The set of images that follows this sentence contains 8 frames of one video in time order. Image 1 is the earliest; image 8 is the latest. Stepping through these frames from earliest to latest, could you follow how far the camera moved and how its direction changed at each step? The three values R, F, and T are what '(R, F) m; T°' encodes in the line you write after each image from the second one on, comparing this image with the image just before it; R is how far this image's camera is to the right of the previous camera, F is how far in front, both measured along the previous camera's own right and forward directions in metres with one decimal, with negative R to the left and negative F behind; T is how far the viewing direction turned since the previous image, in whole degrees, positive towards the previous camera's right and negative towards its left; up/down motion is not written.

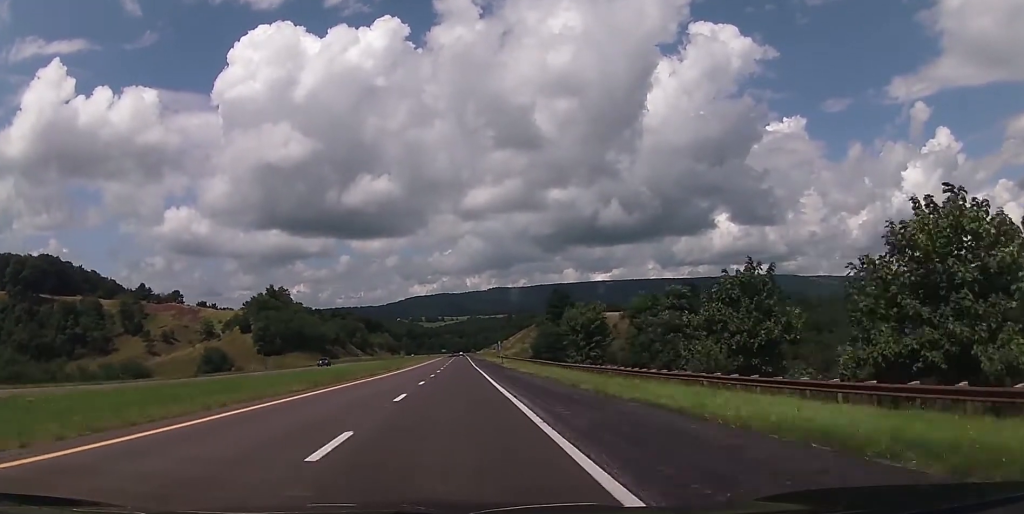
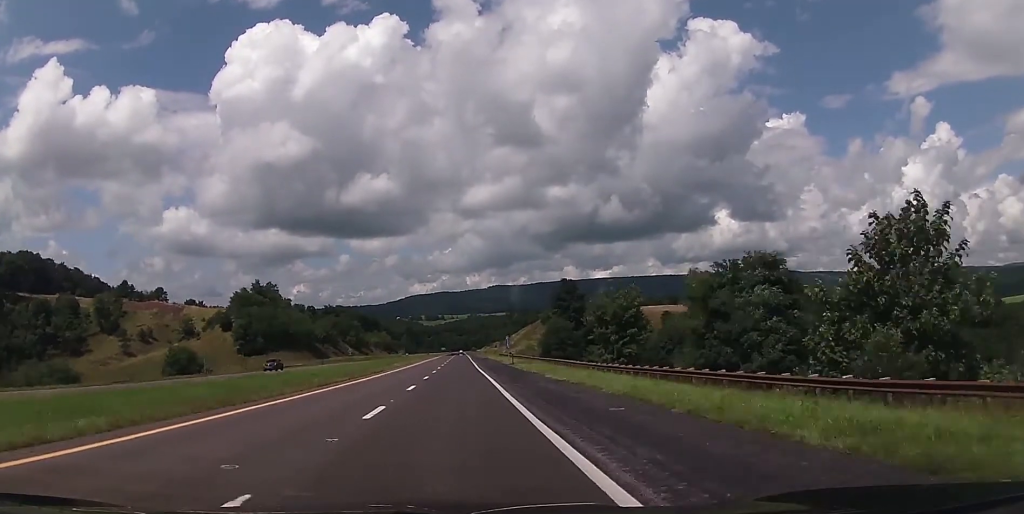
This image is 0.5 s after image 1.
(0.0, +17.9) m; 0°
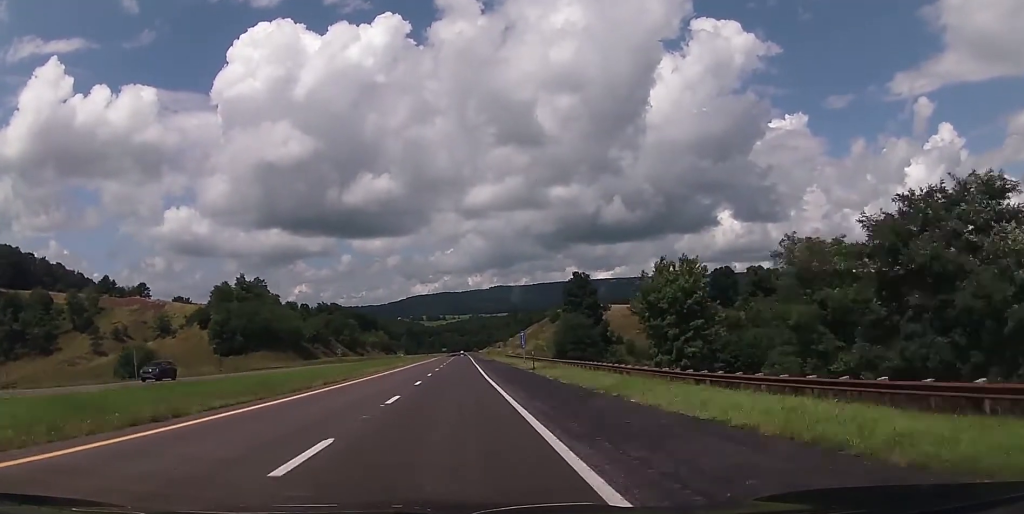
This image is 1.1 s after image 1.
(0.0, +19.0) m; 0°
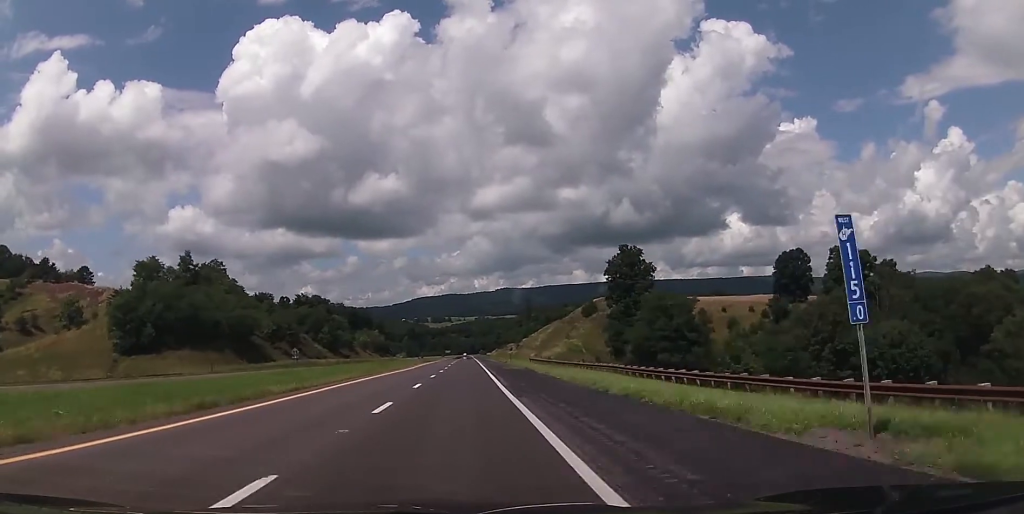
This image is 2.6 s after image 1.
(0.0, +51.4) m; 0°
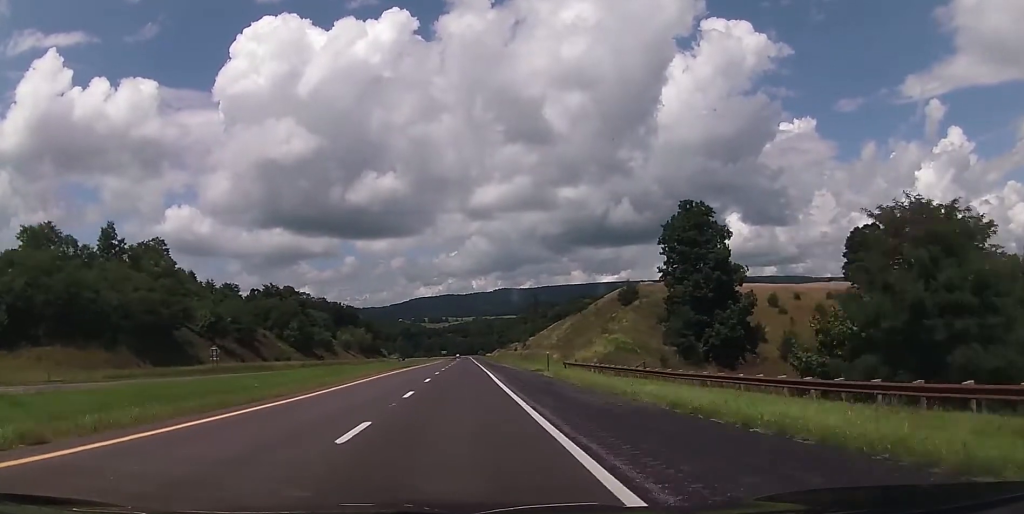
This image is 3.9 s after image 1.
(0.0, +41.4) m; 0°
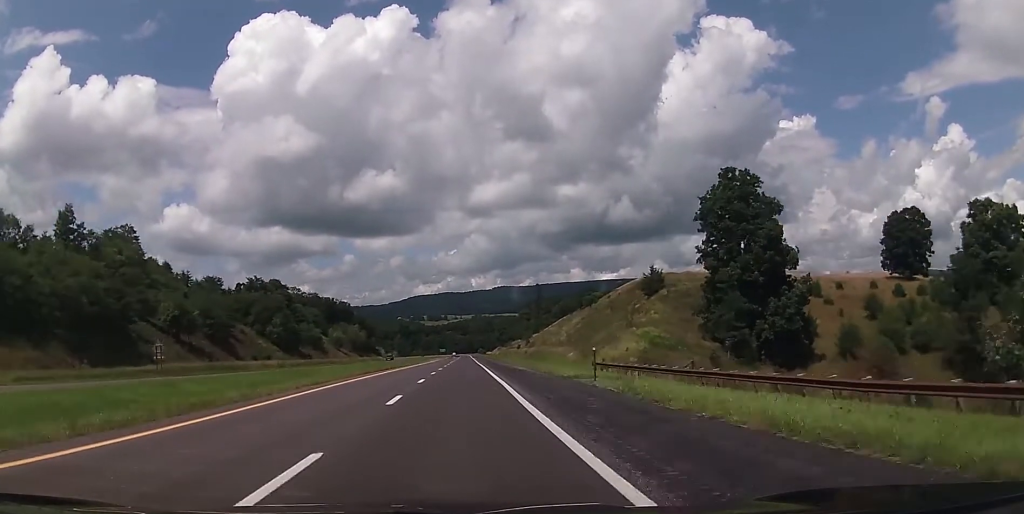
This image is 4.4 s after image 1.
(0.0, +16.8) m; 0°
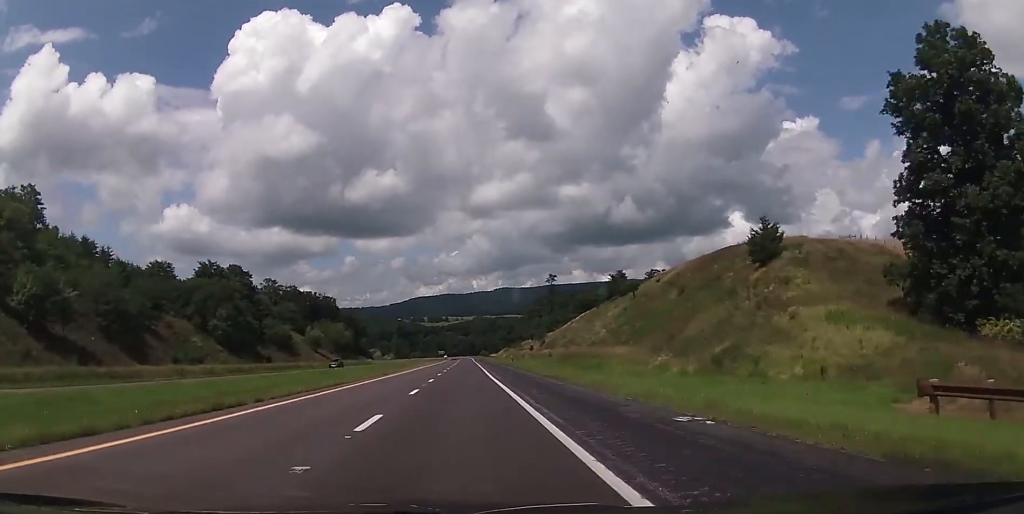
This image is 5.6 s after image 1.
(0.0, +41.4) m; 0°
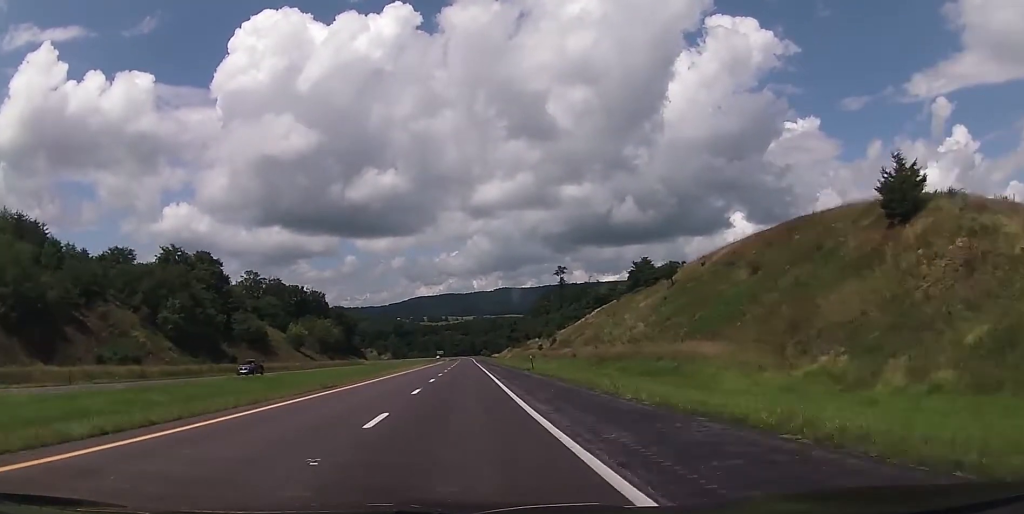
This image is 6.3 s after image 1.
(0.0, +23.5) m; 0°
